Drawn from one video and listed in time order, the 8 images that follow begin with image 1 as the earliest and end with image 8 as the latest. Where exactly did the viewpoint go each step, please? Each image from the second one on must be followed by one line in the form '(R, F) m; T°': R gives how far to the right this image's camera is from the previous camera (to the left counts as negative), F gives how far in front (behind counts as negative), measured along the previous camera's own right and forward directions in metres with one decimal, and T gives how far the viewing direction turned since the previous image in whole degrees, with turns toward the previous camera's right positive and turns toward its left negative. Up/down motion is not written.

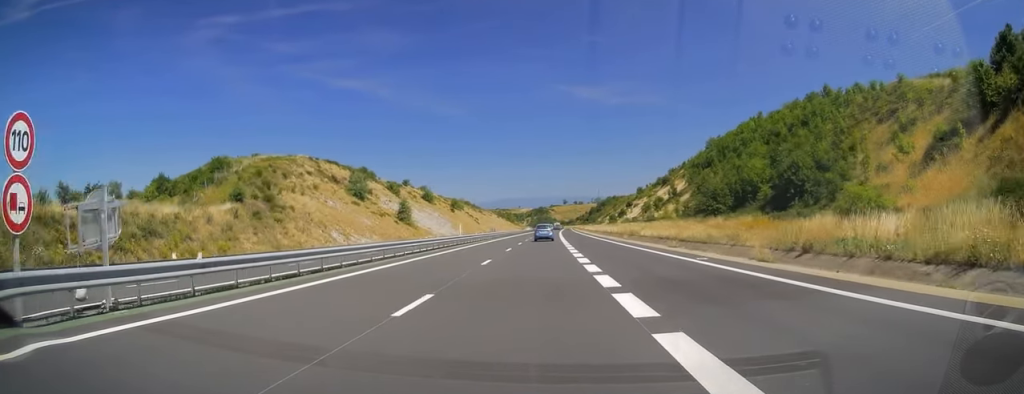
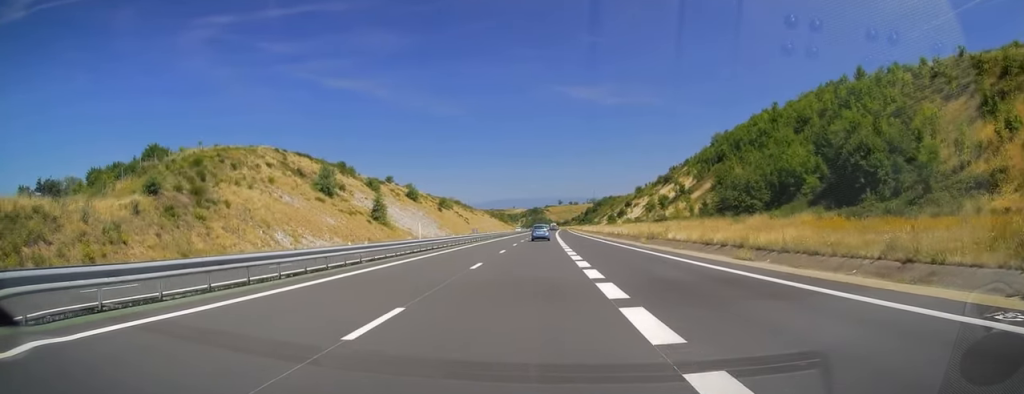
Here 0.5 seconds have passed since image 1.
(+0.1, +15.1) m; 0°
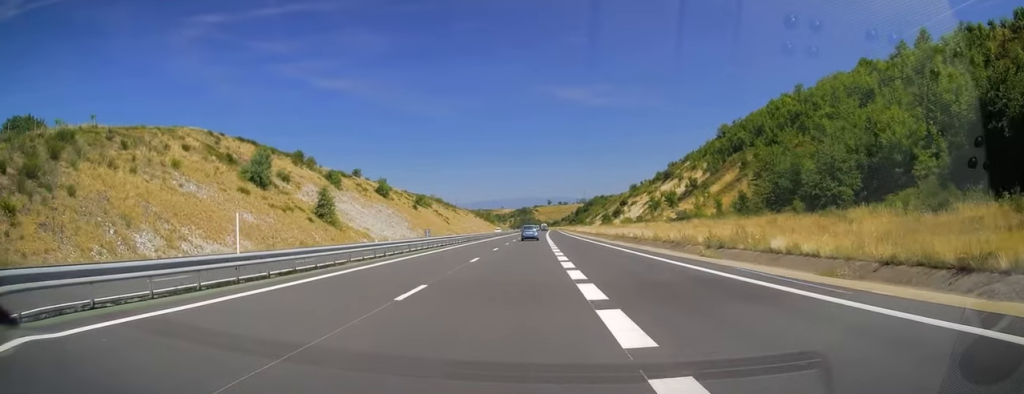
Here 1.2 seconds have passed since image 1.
(+0.1, +21.8) m; +1°
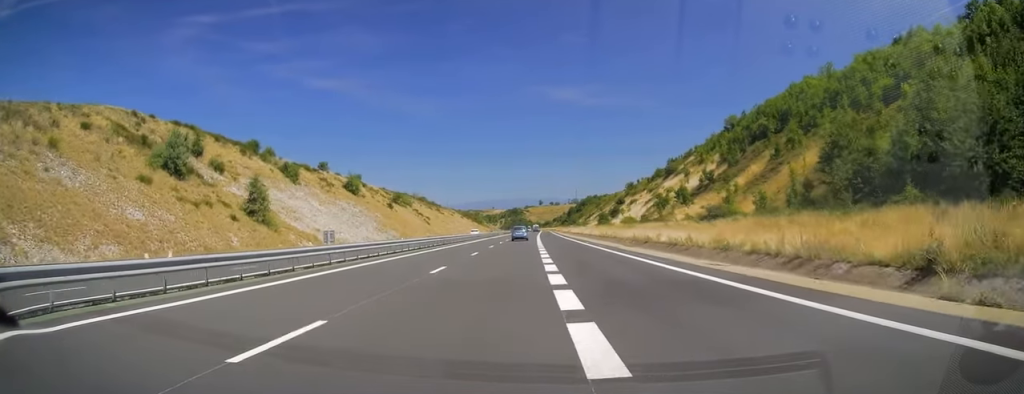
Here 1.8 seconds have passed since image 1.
(0.0, +18.7) m; 0°
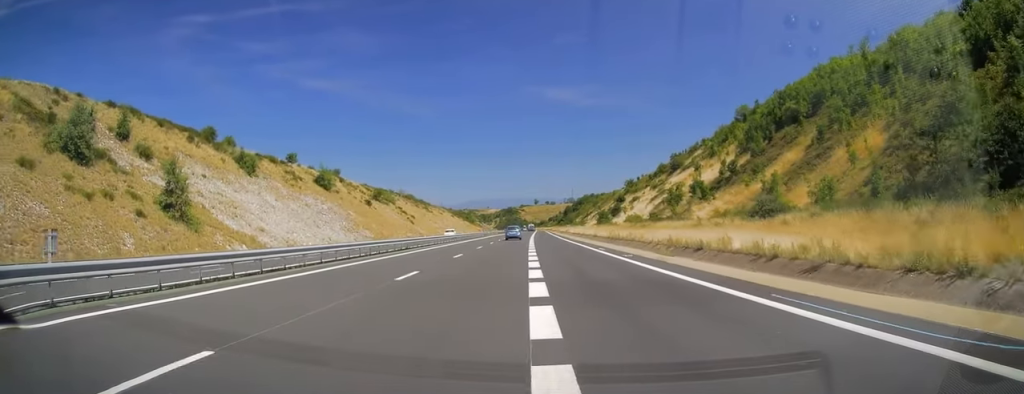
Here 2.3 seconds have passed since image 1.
(+0.2, +15.6) m; 0°
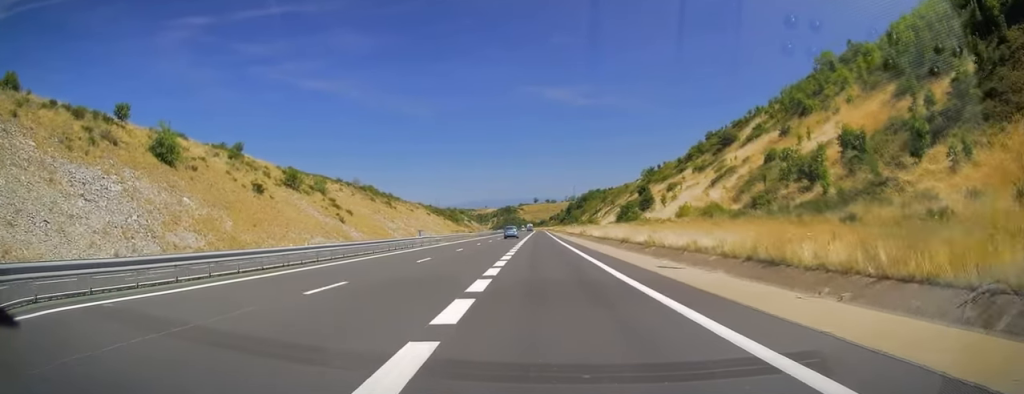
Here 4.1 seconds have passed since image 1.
(+0.7, +55.7) m; +1°
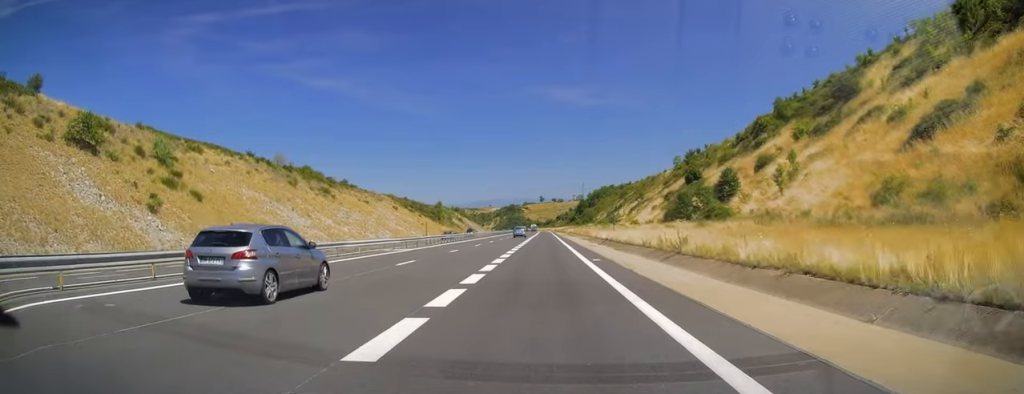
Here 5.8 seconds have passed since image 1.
(-0.3, +54.9) m; -1°
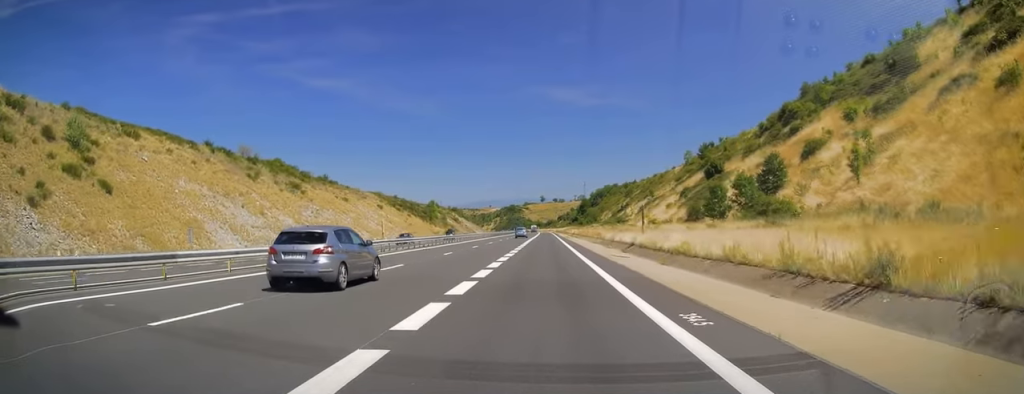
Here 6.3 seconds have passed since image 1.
(0.0, +15.5) m; 0°
